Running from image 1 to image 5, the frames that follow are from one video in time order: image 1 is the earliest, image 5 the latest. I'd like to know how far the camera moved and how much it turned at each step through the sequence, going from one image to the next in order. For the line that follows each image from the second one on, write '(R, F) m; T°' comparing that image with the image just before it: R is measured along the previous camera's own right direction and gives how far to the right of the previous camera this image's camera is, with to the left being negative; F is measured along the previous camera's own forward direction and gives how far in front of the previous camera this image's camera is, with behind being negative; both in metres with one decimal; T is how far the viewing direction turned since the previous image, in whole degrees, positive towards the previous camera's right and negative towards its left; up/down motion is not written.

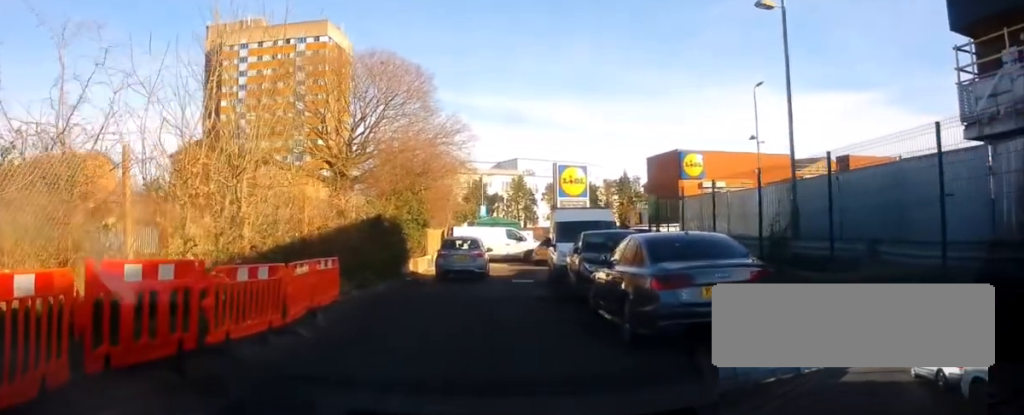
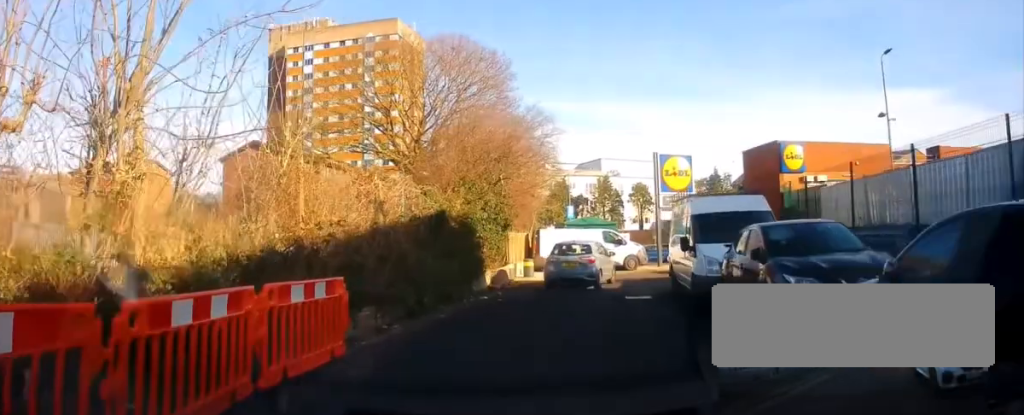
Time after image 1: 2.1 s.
(+0.1, +5.7) m; -3°
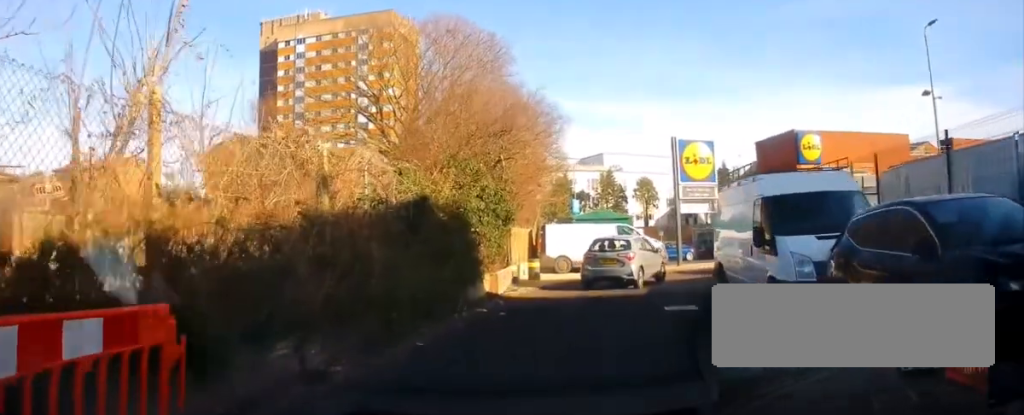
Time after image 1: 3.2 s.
(-0.4, +3.3) m; -1°
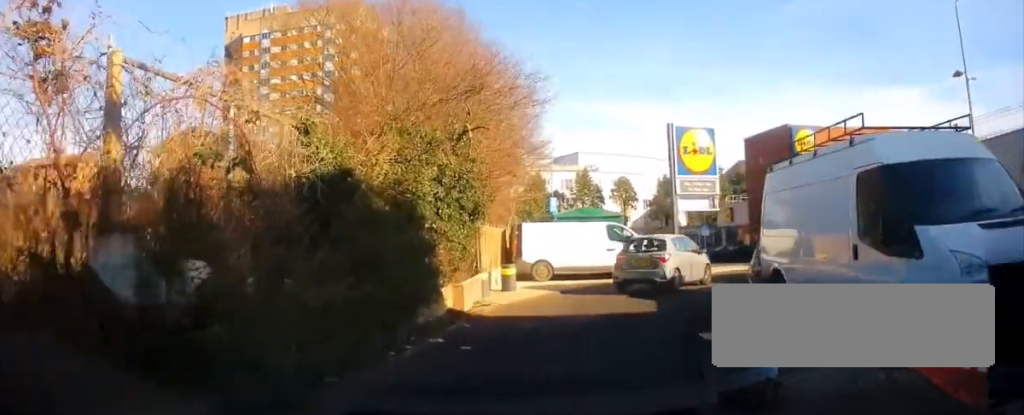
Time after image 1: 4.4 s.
(+0.5, +3.6) m; +9°
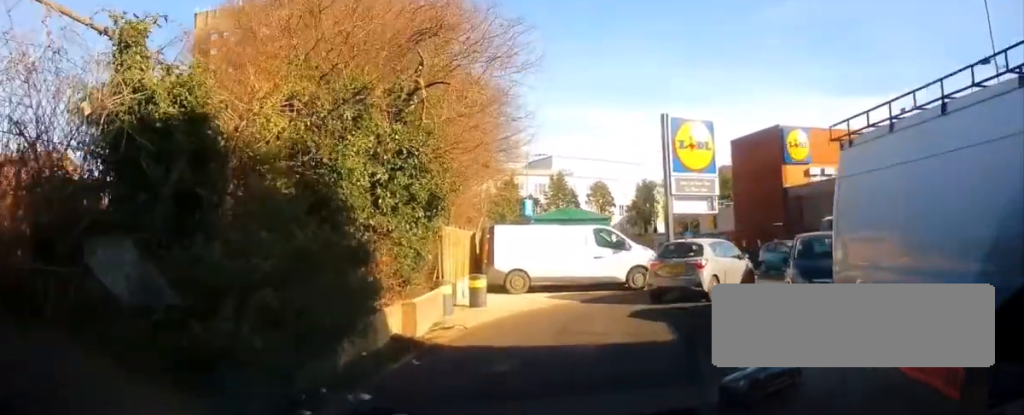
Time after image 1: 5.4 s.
(0.0, +3.2) m; +3°
